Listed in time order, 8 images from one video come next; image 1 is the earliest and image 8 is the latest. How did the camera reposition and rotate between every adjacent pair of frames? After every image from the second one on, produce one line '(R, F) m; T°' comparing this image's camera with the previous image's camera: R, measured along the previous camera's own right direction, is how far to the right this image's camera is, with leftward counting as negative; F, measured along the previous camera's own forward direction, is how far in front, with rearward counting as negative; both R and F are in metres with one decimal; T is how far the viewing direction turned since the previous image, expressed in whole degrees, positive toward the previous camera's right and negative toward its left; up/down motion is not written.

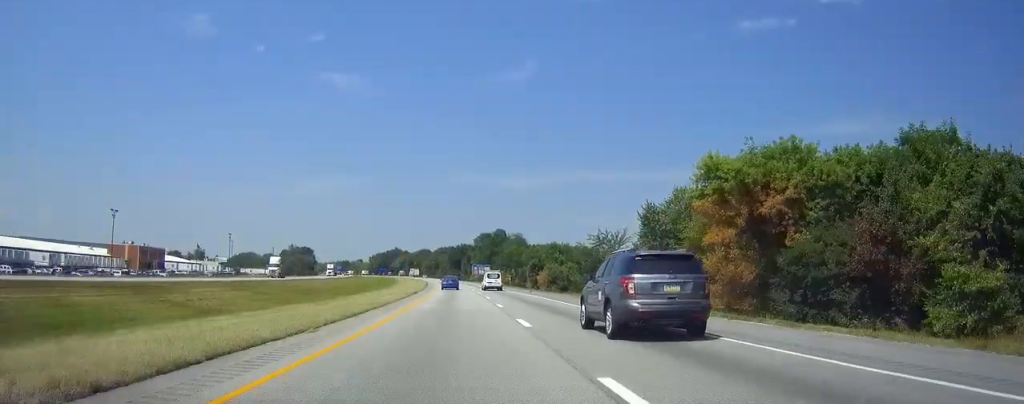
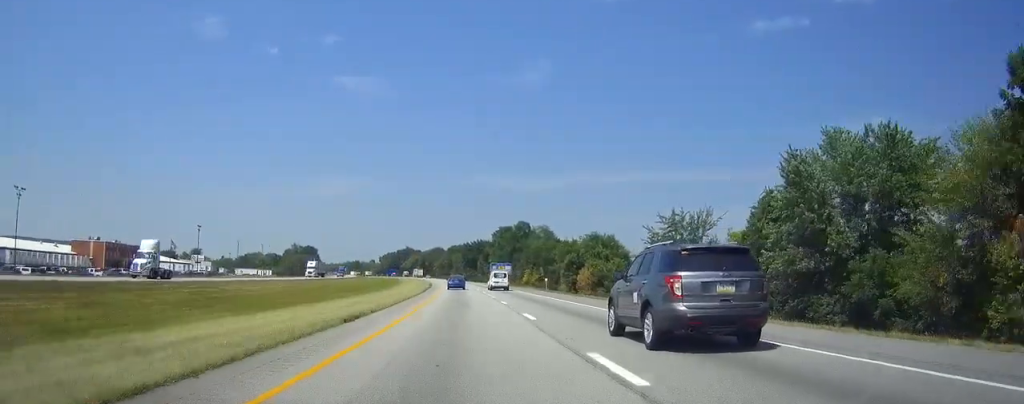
(-0.3, +33.6) m; -1°
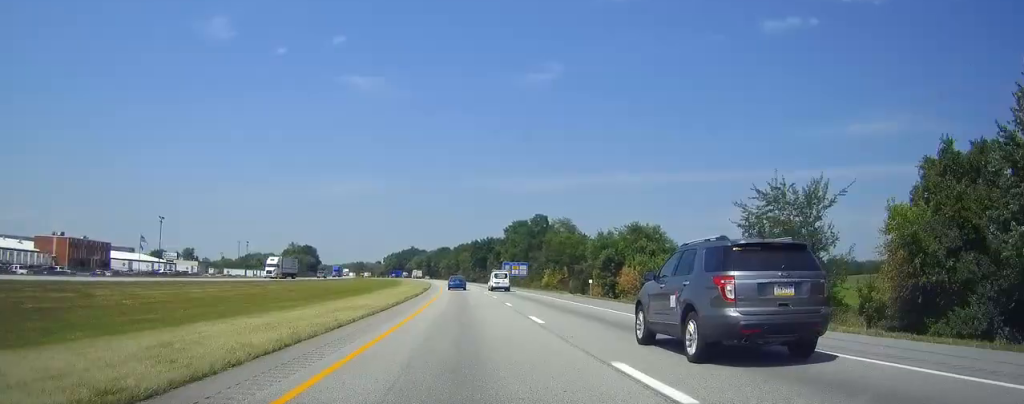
(-0.4, +25.4) m; -1°
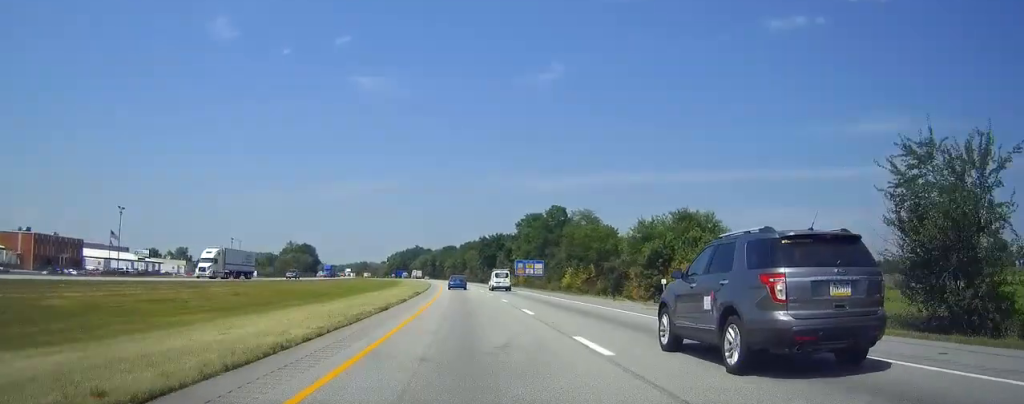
(-0.2, +20.3) m; -1°
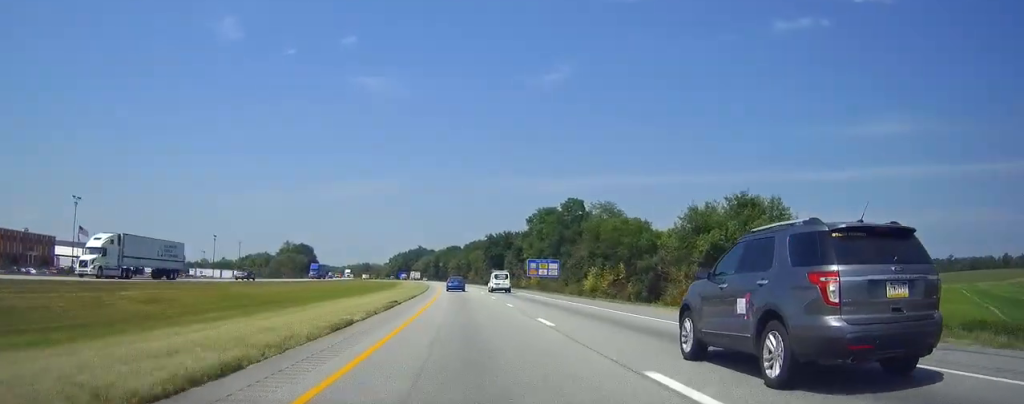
(-0.1, +17.2) m; -1°
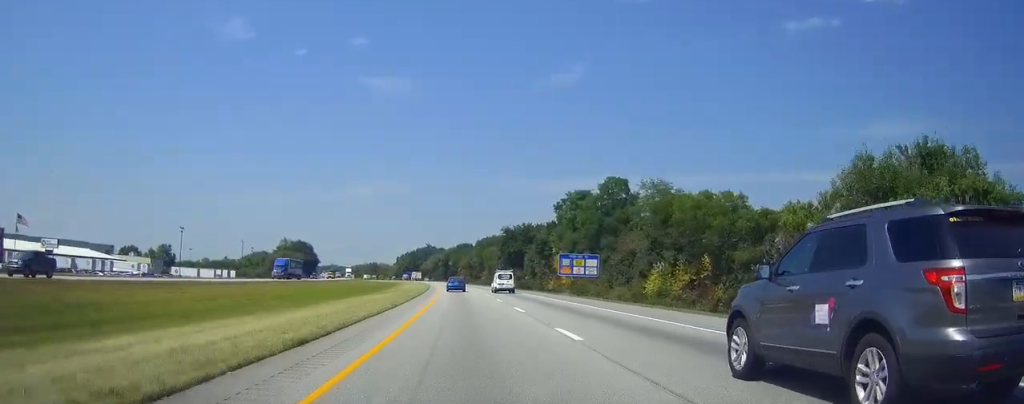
(-0.1, +28.4) m; -1°
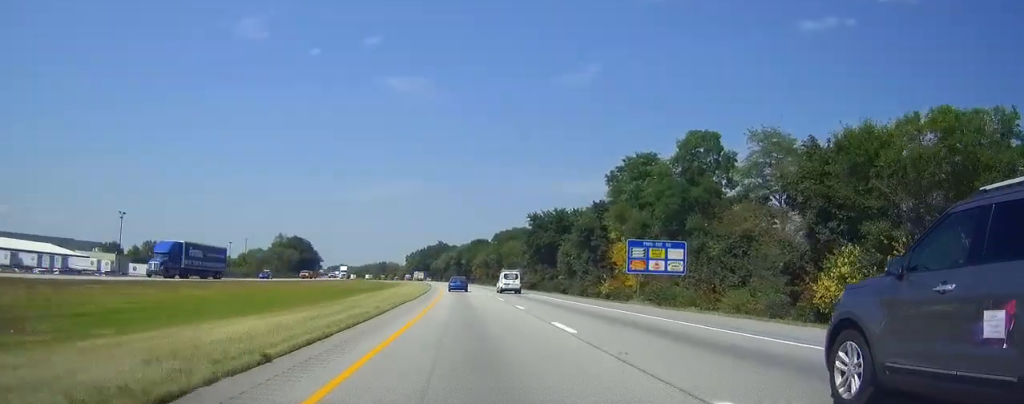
(-0.4, +34.5) m; -1°
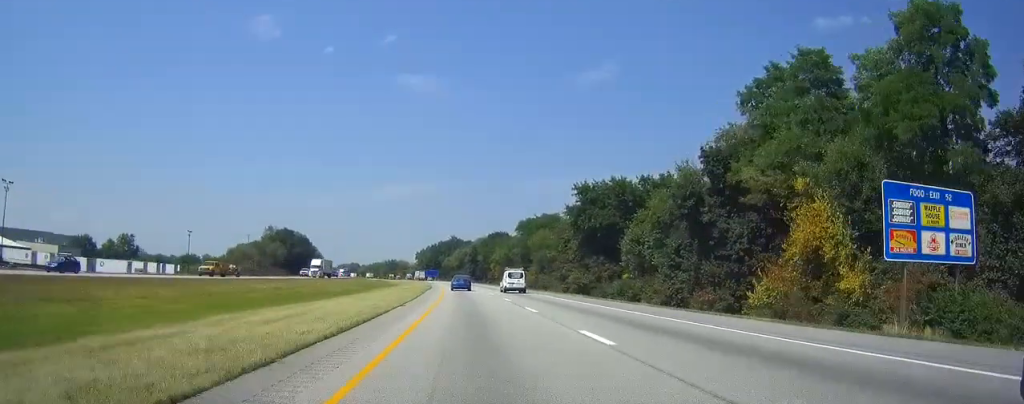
(-0.3, +39.7) m; -1°
